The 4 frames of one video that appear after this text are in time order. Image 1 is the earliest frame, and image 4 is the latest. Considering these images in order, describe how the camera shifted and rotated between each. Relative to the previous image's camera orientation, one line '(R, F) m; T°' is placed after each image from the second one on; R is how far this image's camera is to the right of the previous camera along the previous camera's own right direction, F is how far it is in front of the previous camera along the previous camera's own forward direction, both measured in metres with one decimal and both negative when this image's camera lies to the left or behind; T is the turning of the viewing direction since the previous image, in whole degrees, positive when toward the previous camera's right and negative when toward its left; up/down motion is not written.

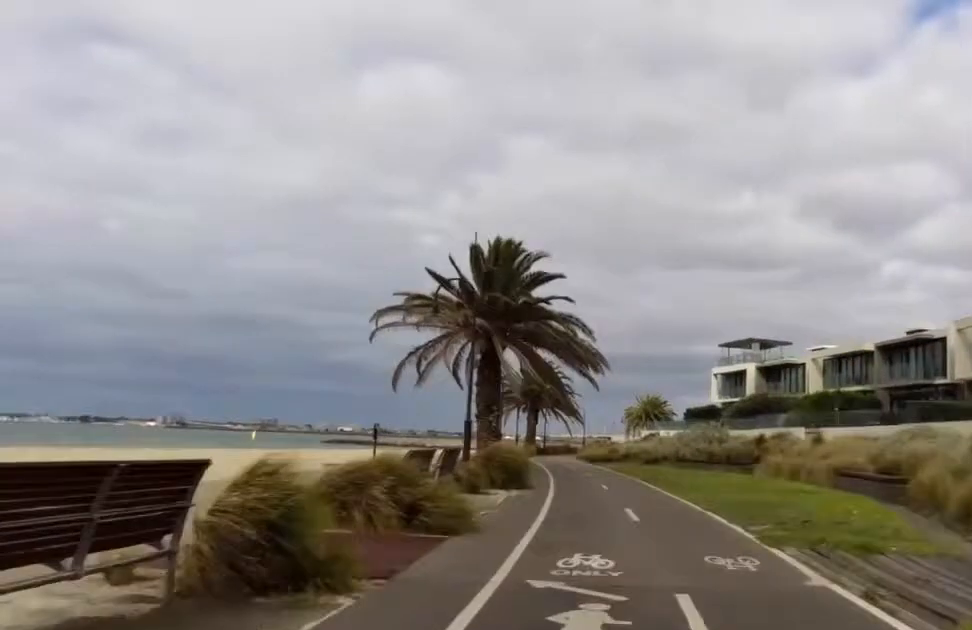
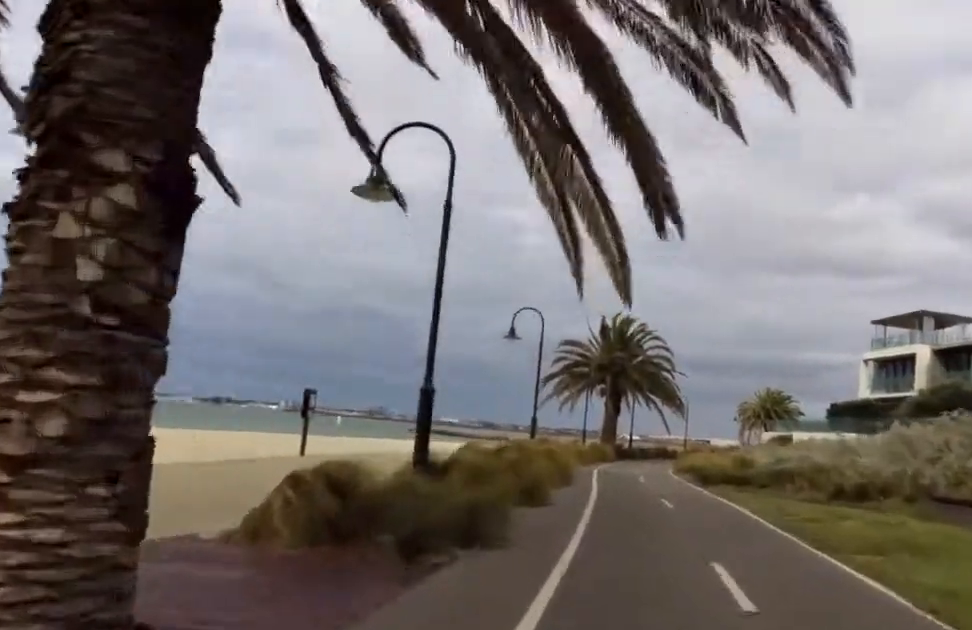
(-0.9, +19.9) m; -3°
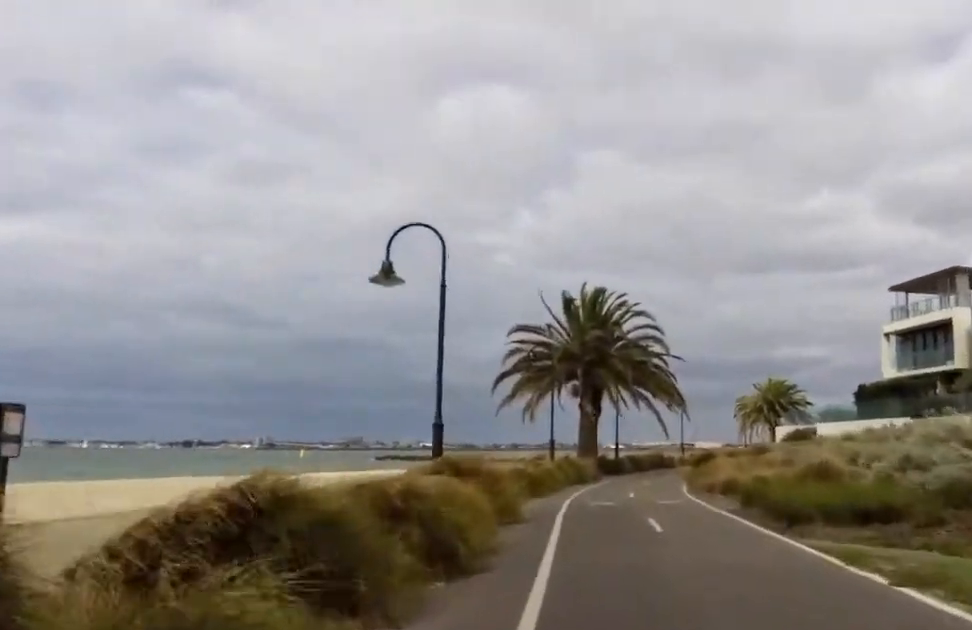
(0.0, +10.0) m; 0°
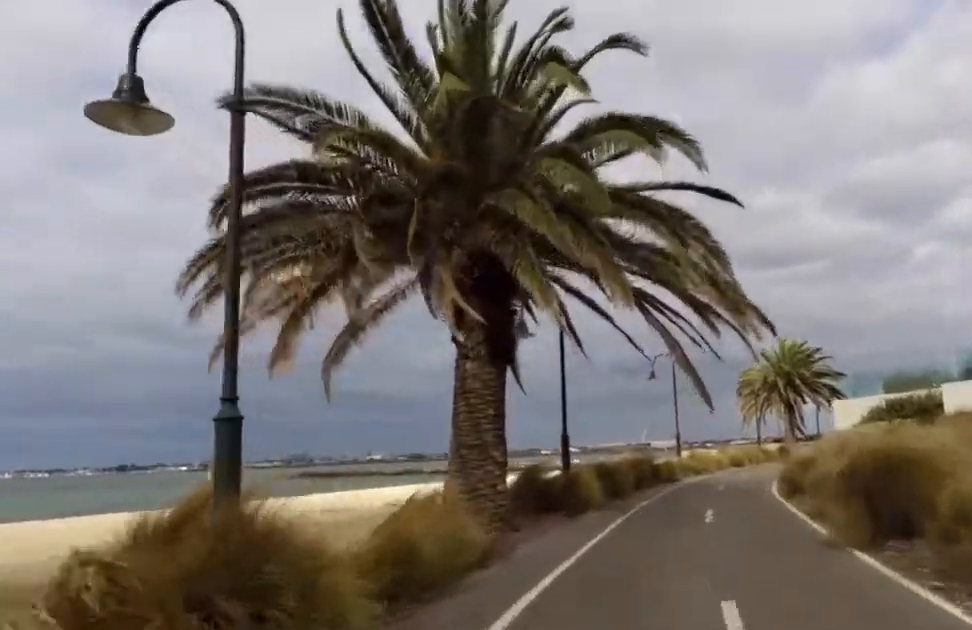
(0.0, +19.6) m; +1°
